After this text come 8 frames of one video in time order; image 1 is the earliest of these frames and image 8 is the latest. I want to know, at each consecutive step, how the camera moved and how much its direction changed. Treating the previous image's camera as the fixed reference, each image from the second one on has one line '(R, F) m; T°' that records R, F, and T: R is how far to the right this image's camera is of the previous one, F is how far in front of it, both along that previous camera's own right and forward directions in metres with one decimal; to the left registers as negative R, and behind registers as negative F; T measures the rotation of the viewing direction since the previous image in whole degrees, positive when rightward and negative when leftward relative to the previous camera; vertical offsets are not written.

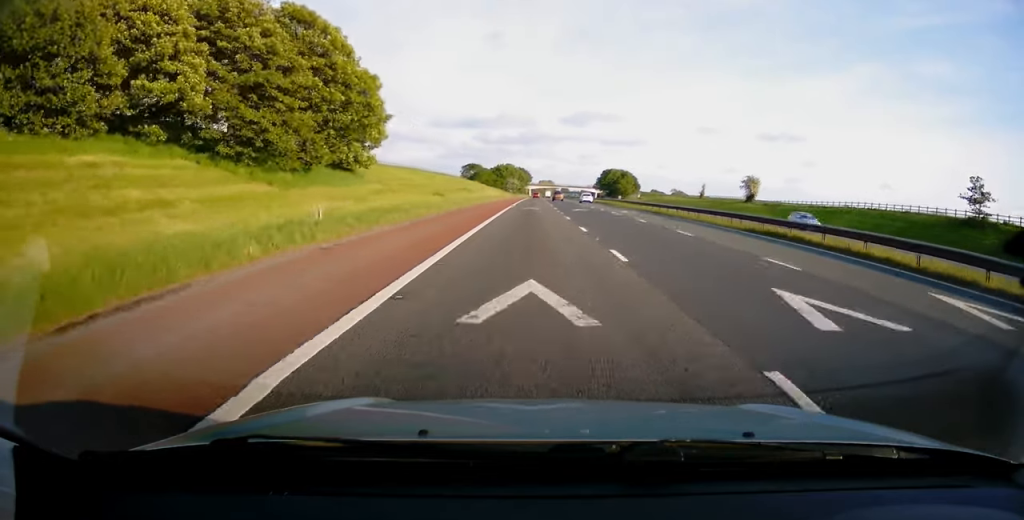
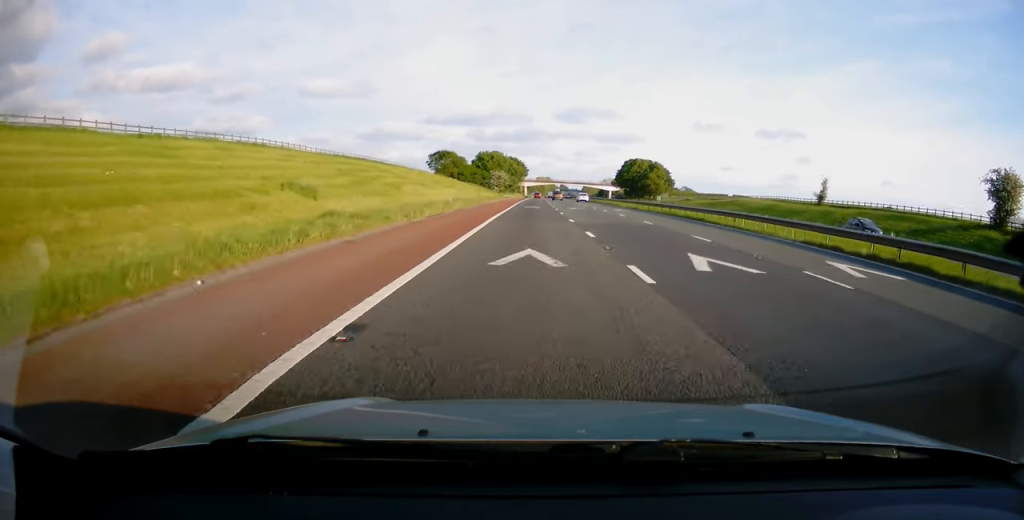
(-0.1, +74.3) m; +1°
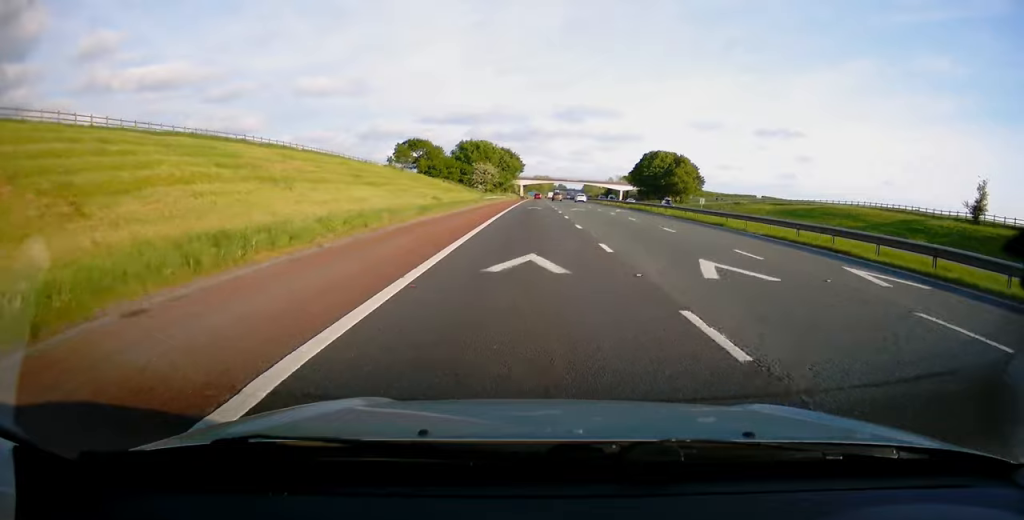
(+0.2, +40.3) m; 0°
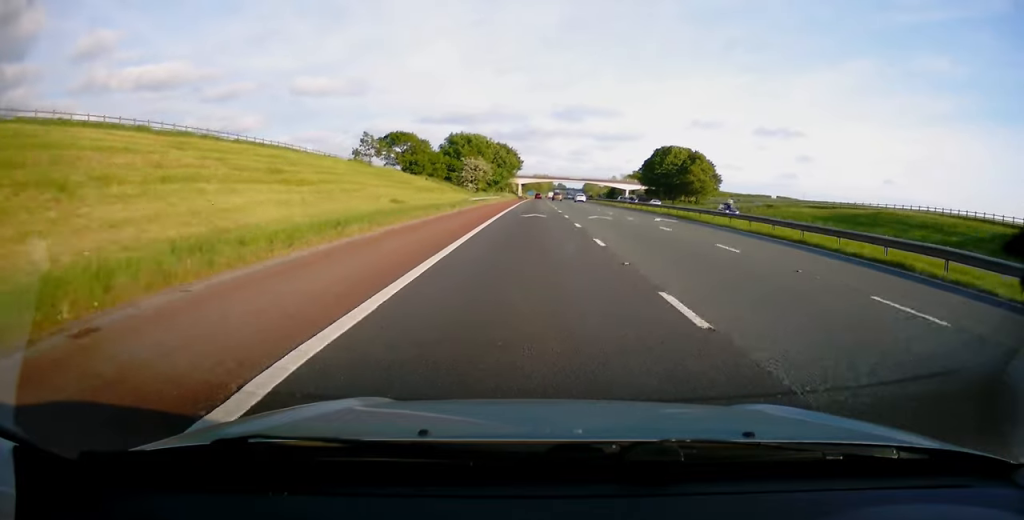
(+0.1, +16.6) m; 0°
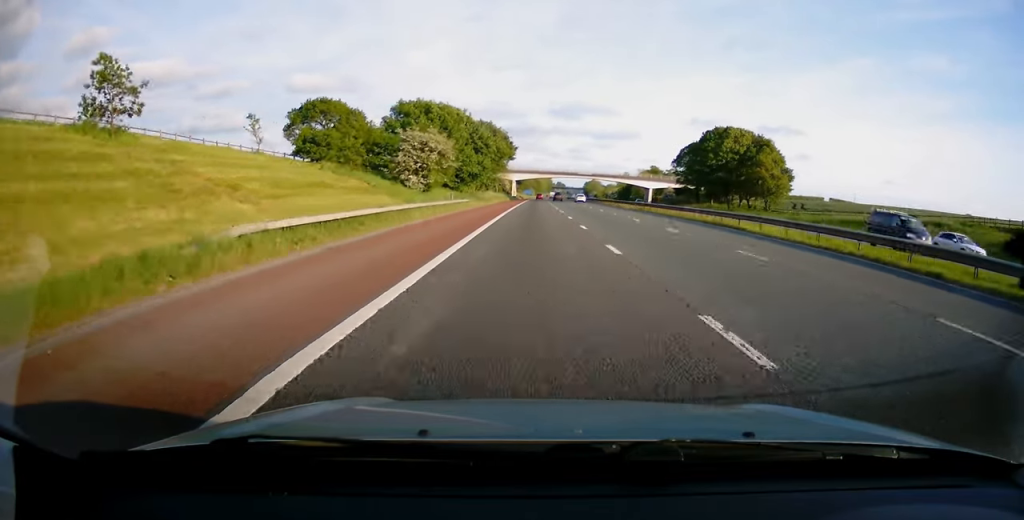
(0.0, +46.1) m; +1°
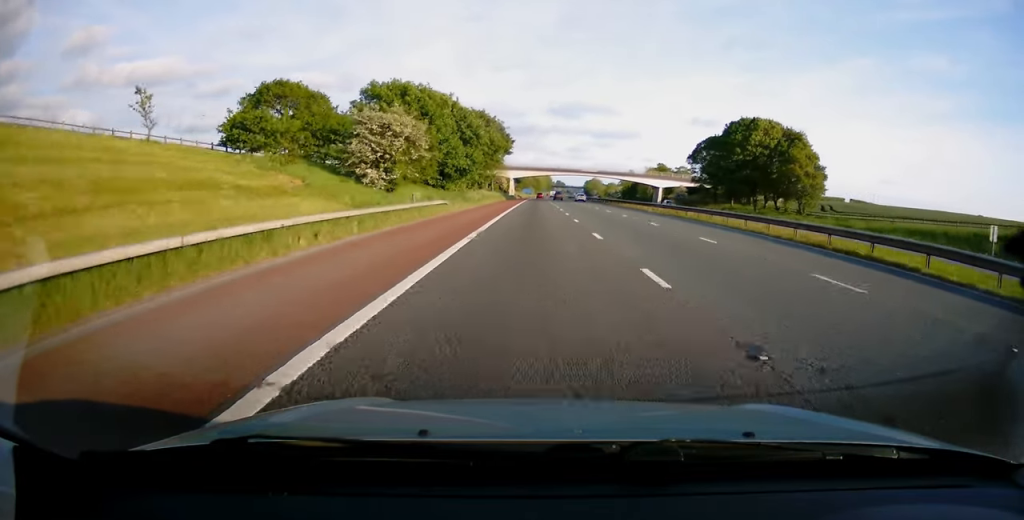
(+0.2, +13.8) m; 0°
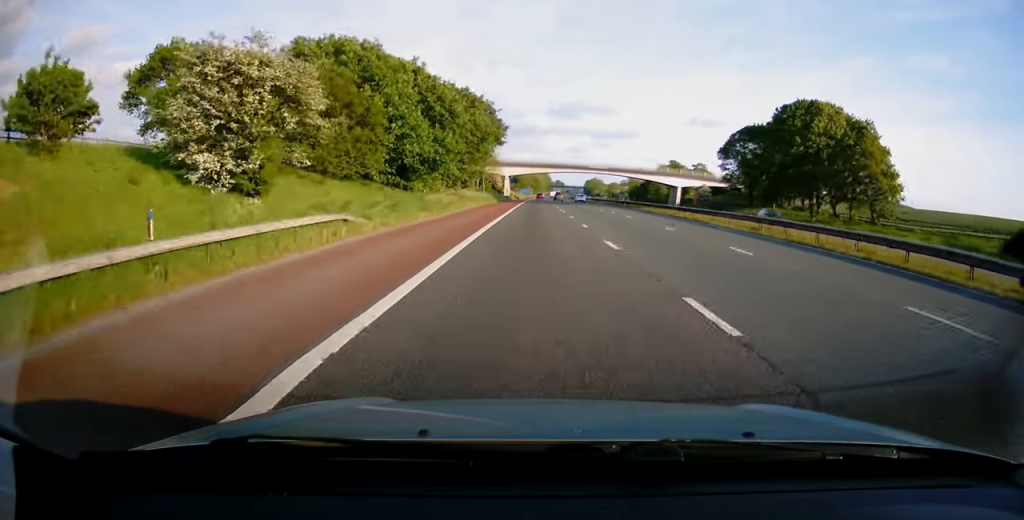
(-0.1, +21.3) m; 0°
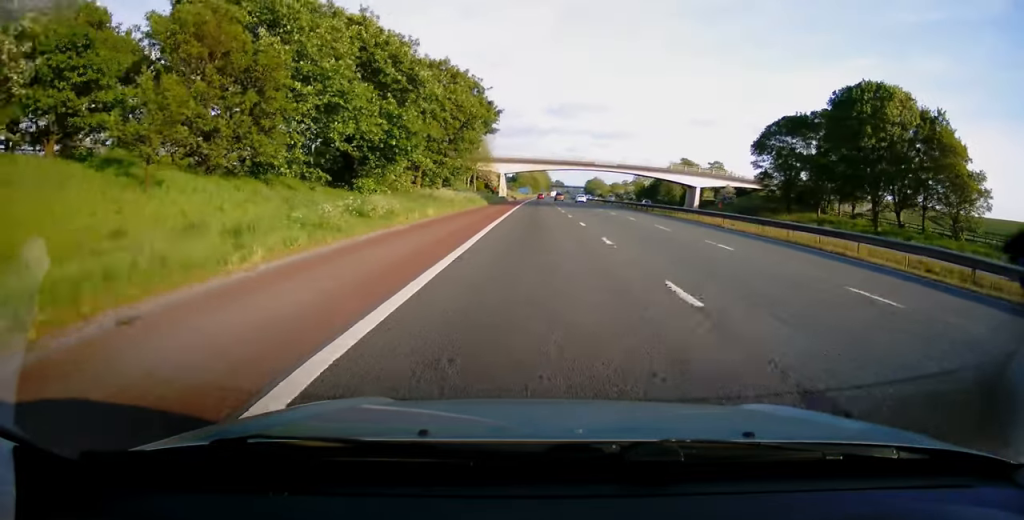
(0.0, +16.0) m; 0°
